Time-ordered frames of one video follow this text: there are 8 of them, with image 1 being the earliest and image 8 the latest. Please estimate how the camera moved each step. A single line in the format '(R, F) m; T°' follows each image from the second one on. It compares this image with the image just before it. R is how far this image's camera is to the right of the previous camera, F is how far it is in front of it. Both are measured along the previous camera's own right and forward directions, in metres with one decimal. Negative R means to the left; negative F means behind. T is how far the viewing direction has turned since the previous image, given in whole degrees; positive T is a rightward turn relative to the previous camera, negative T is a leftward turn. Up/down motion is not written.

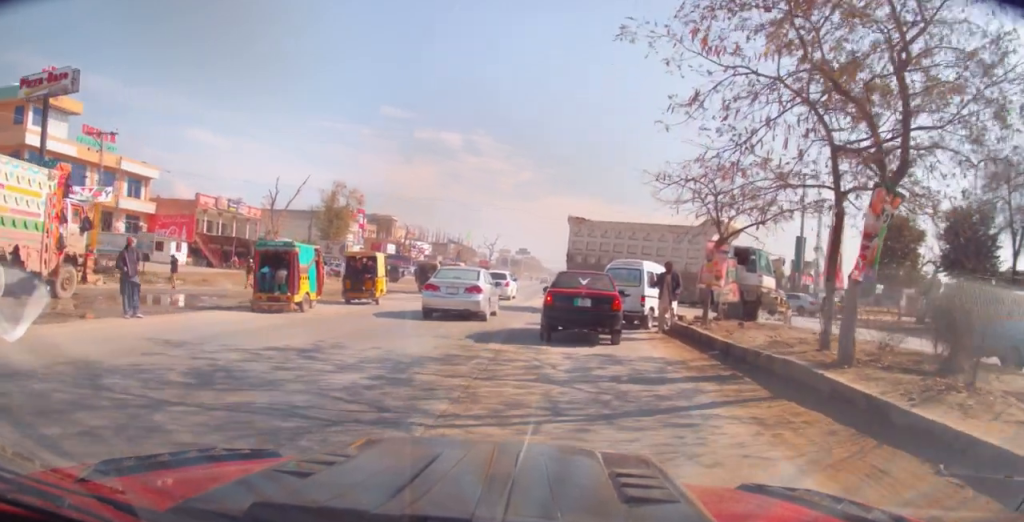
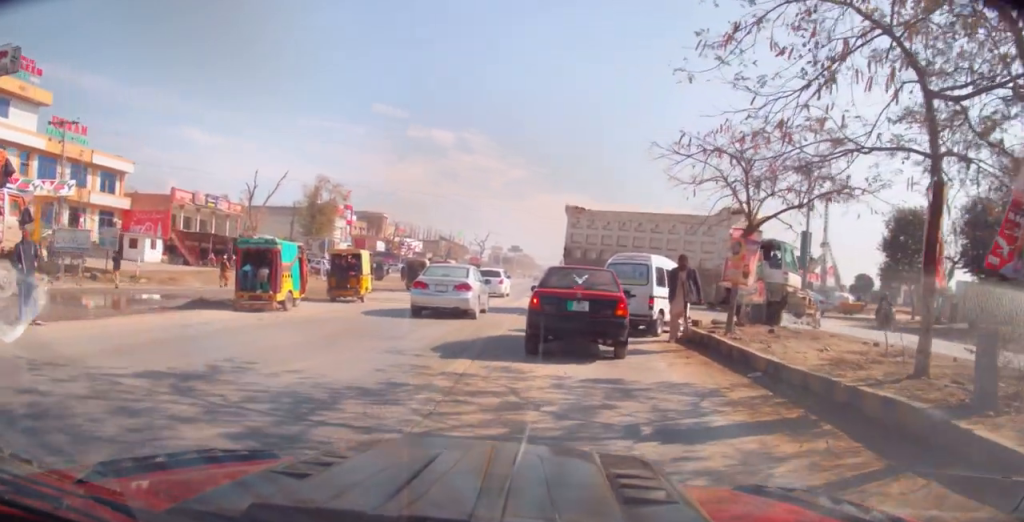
(+0.1, +3.6) m; +1°
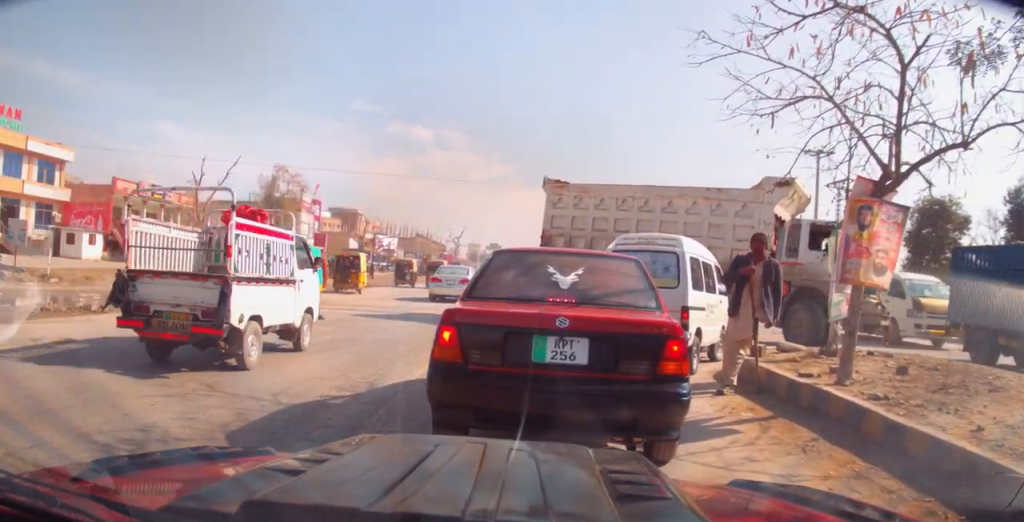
(+0.2, +8.8) m; +4°
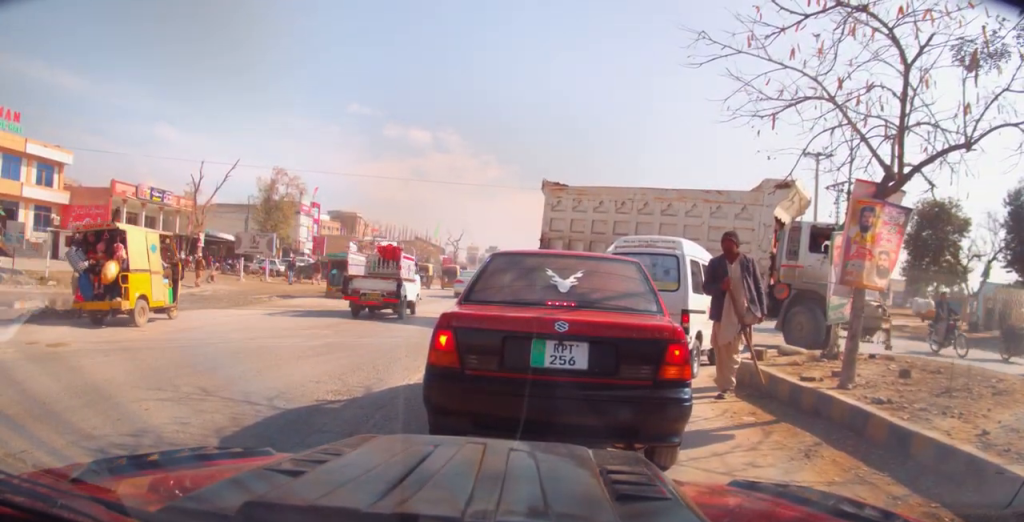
(-0.2, +0.6) m; 0°
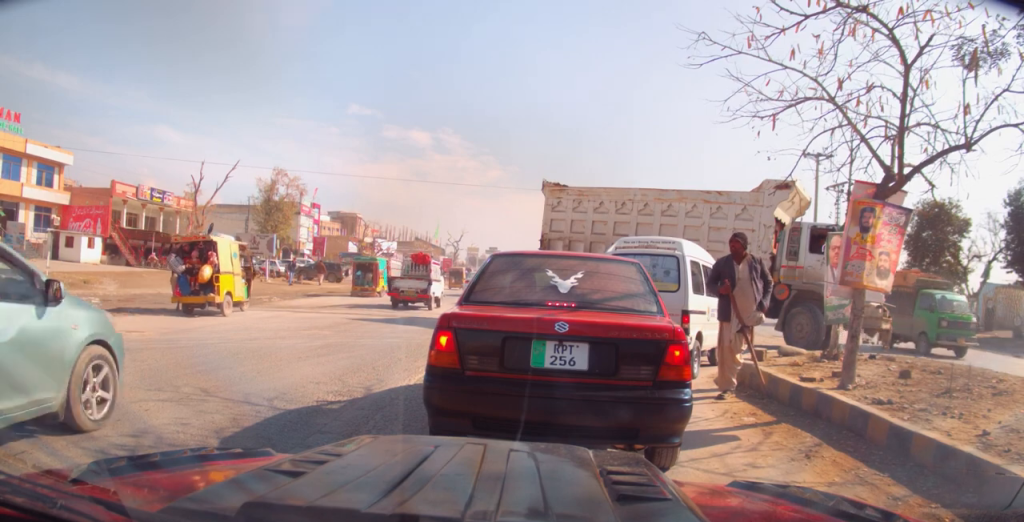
(0.0, 0.0) m; 0°
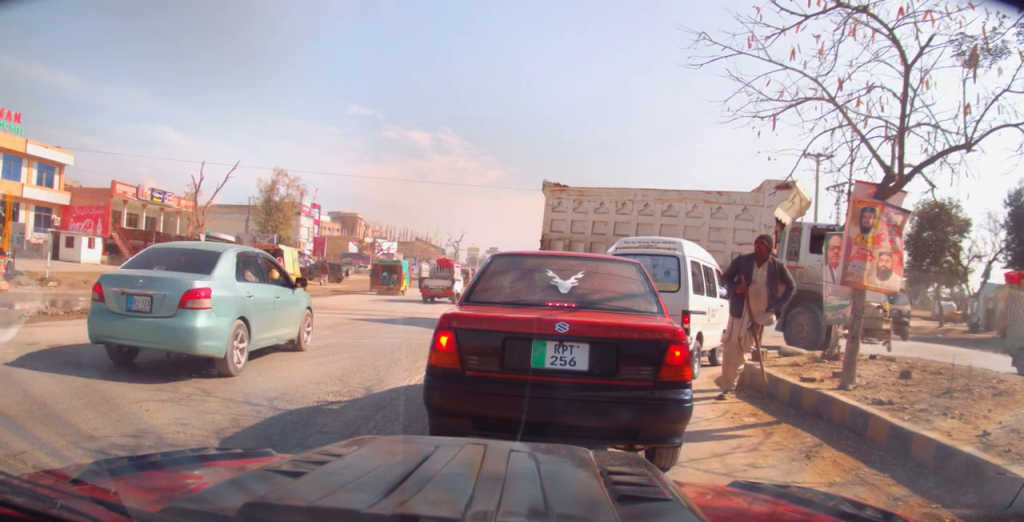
(0.0, 0.0) m; 0°
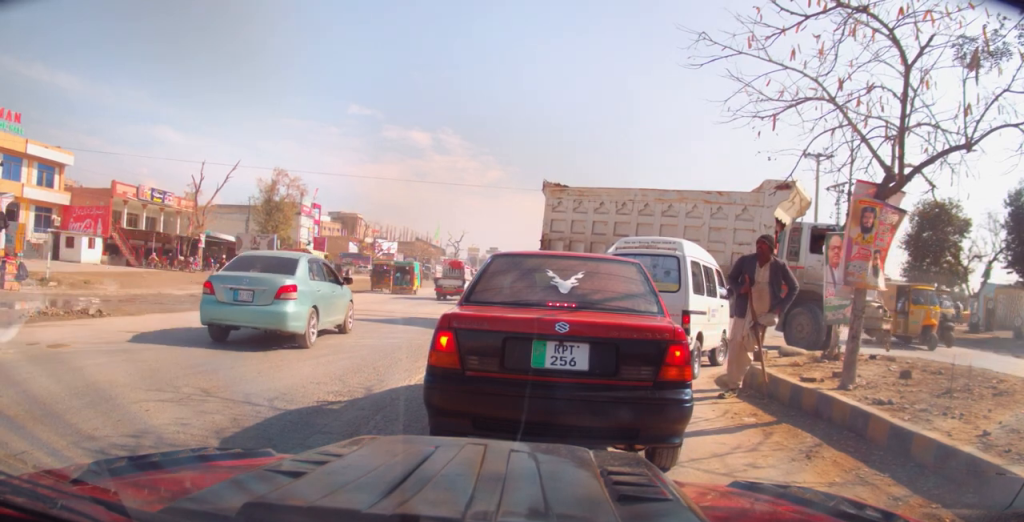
(0.0, 0.0) m; 0°
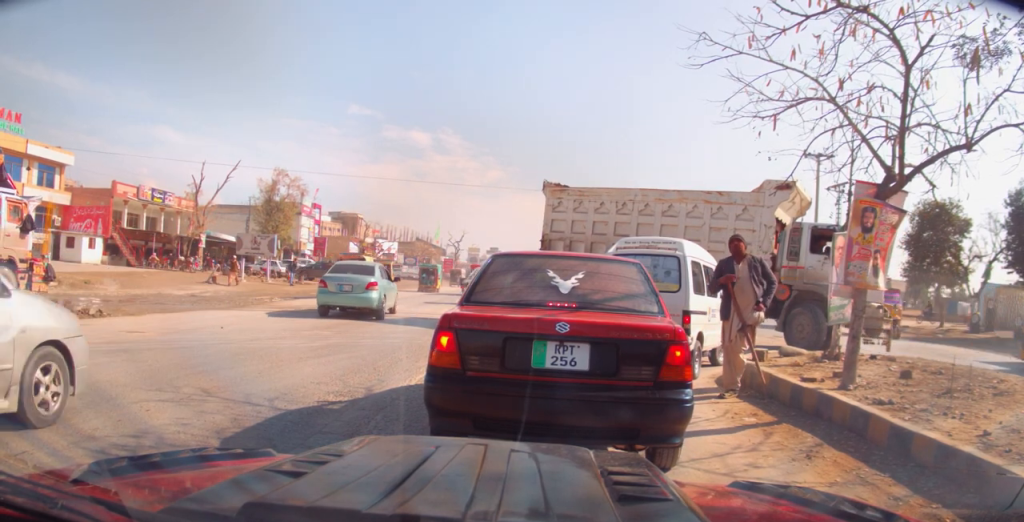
(0.0, 0.0) m; 0°
